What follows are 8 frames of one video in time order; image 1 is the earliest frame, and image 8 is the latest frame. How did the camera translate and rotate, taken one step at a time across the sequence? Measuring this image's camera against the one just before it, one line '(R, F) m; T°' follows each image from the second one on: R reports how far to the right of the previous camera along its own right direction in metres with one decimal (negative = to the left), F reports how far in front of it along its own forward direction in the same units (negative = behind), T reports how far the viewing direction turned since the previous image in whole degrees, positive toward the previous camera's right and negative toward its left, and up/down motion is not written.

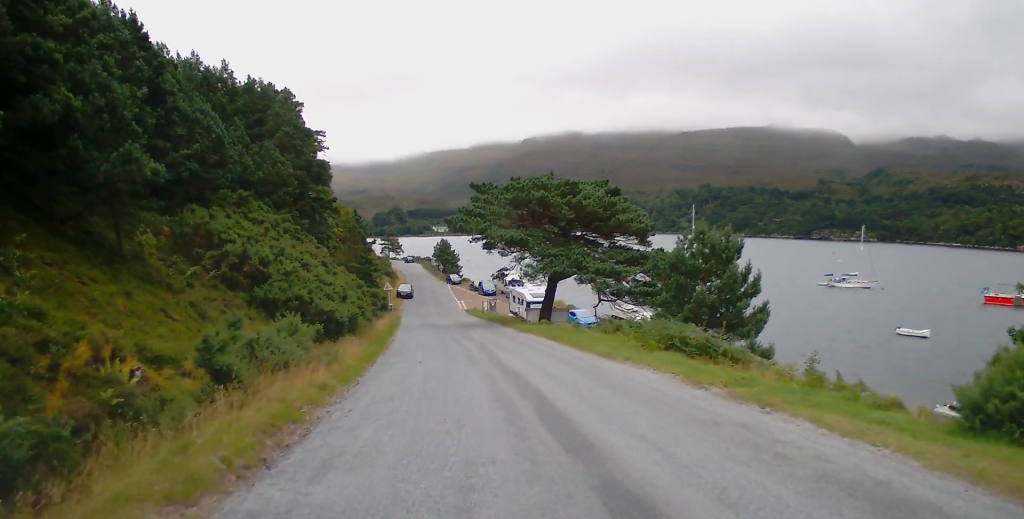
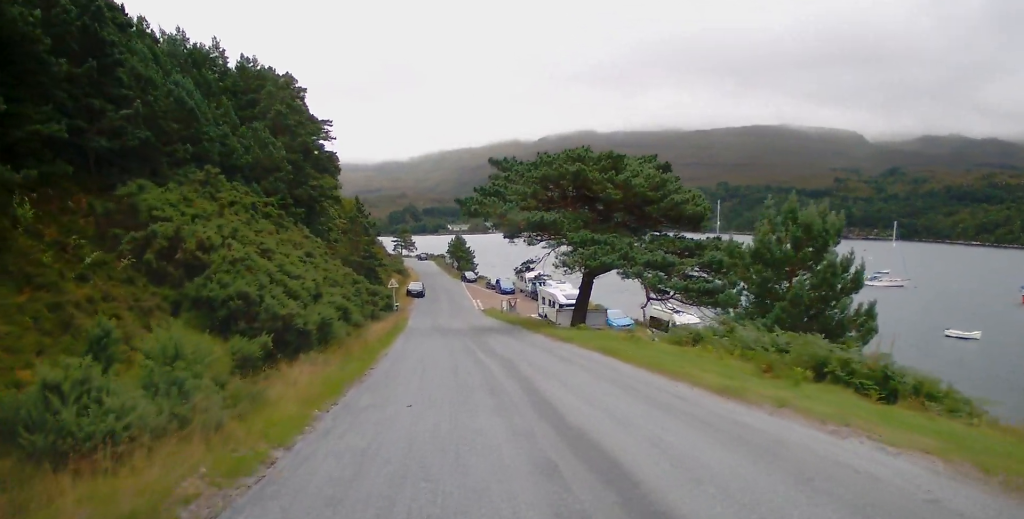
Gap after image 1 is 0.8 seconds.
(-0.6, +7.8) m; -4°
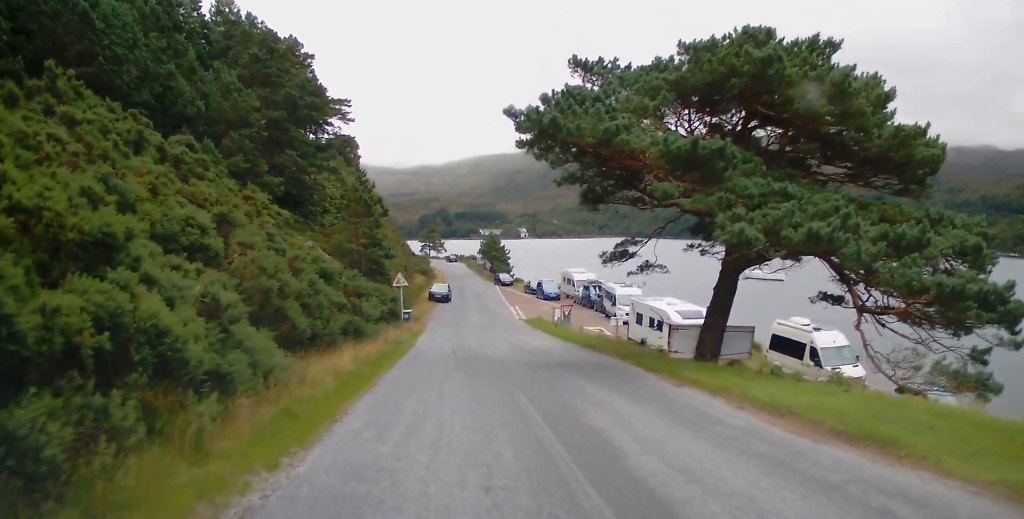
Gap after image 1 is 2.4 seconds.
(0.0, +16.8) m; 0°
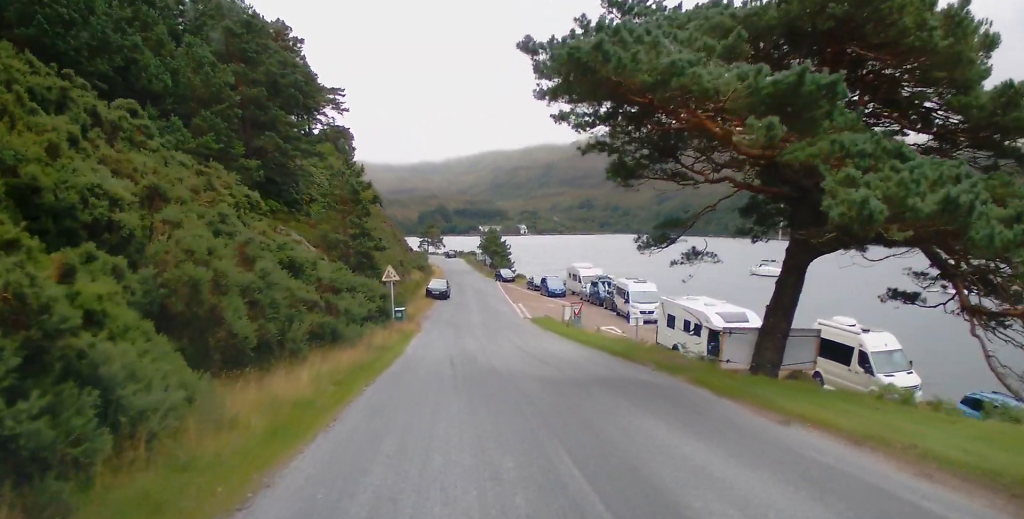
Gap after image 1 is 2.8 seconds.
(0.0, +4.5) m; 0°
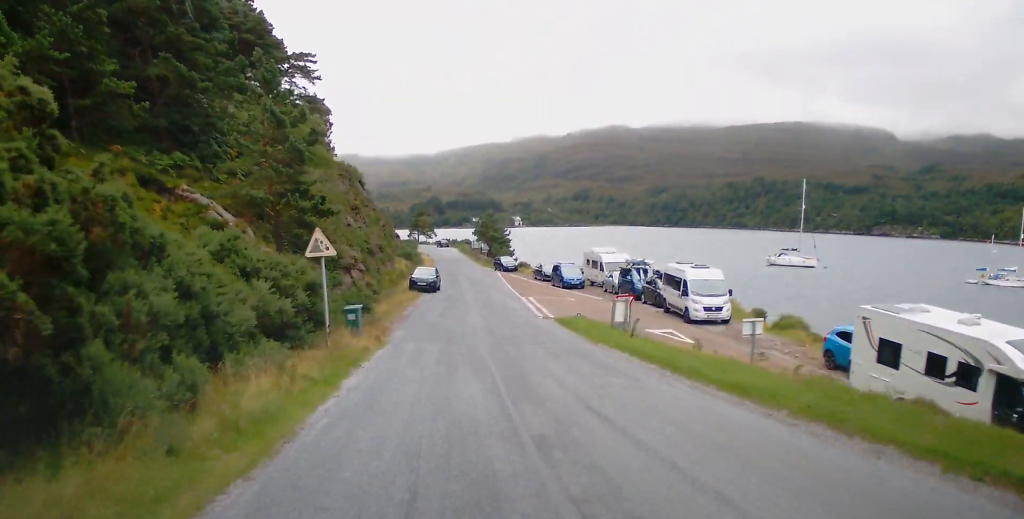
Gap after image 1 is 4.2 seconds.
(0.0, +14.2) m; 0°
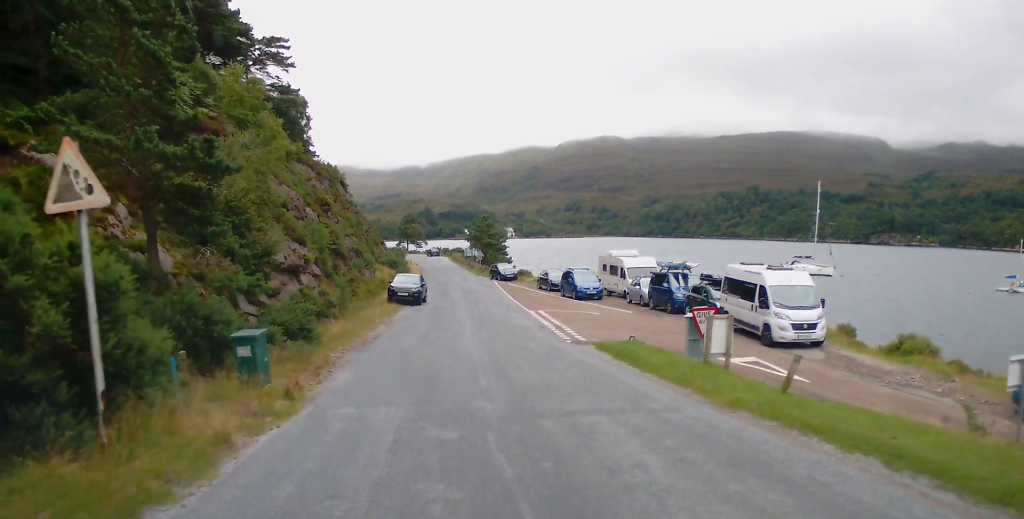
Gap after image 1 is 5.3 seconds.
(0.0, +11.0) m; 0°
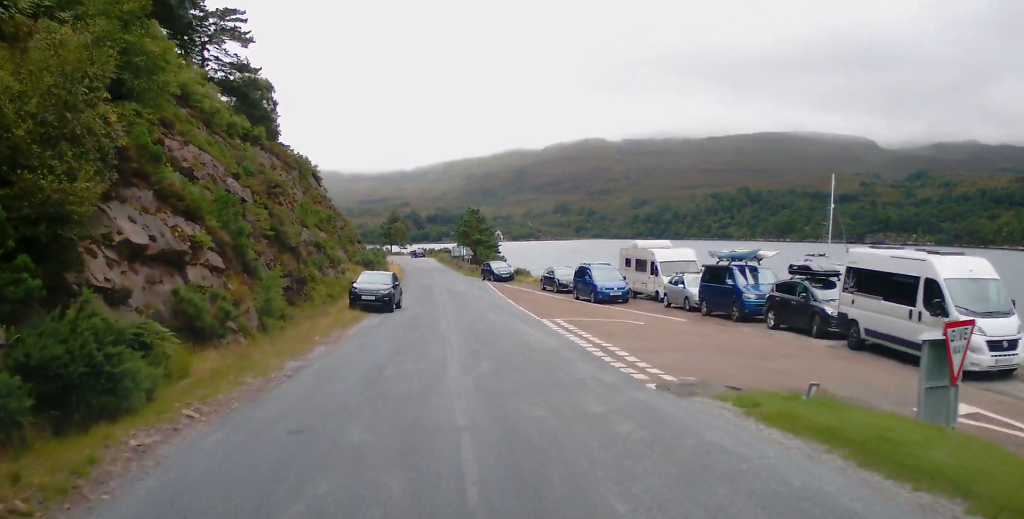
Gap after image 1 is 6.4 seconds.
(0.0, +11.1) m; 0°
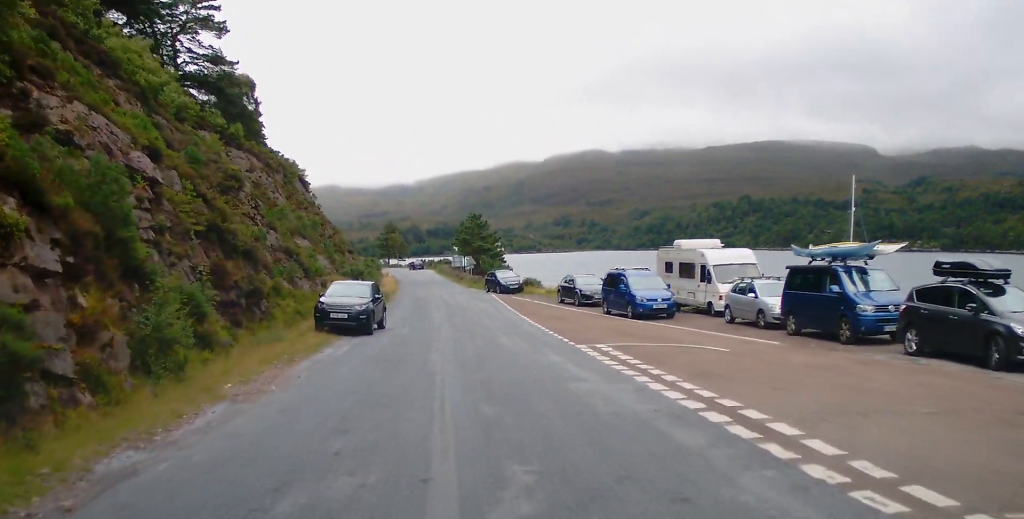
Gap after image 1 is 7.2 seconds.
(0.0, +8.3) m; 0°
